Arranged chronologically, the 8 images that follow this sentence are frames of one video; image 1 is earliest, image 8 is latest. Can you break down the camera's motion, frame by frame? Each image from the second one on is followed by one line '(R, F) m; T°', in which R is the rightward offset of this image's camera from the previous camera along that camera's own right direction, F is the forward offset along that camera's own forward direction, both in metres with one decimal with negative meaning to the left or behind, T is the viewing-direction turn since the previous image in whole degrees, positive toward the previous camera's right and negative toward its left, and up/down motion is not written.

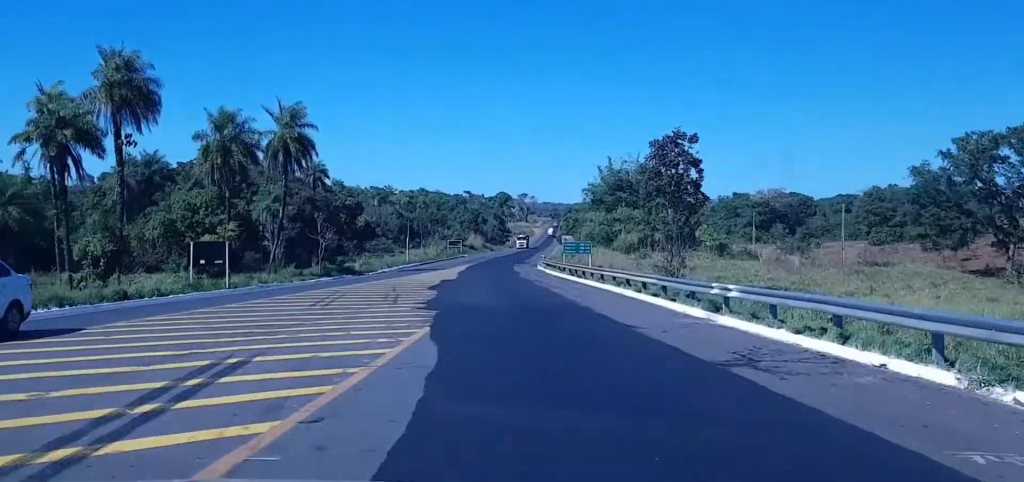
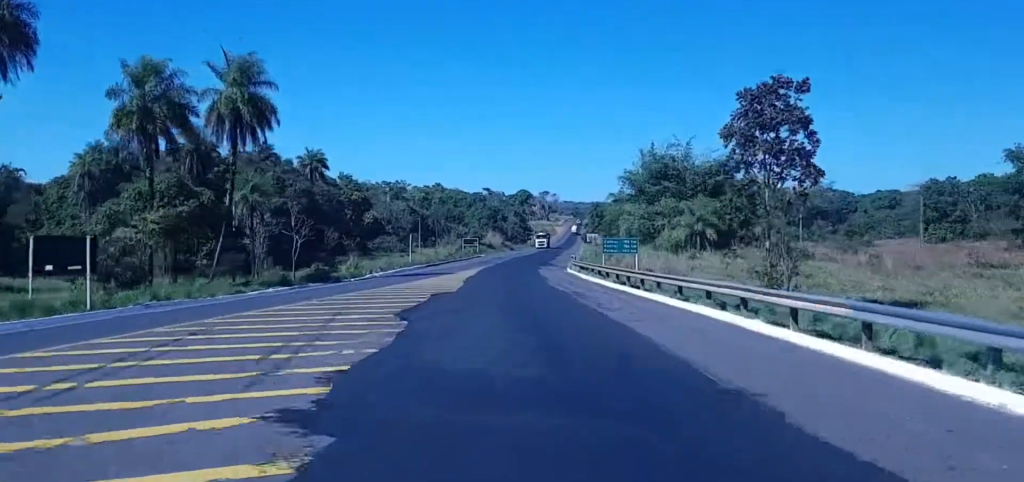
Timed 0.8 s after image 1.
(+0.4, +18.0) m; -1°
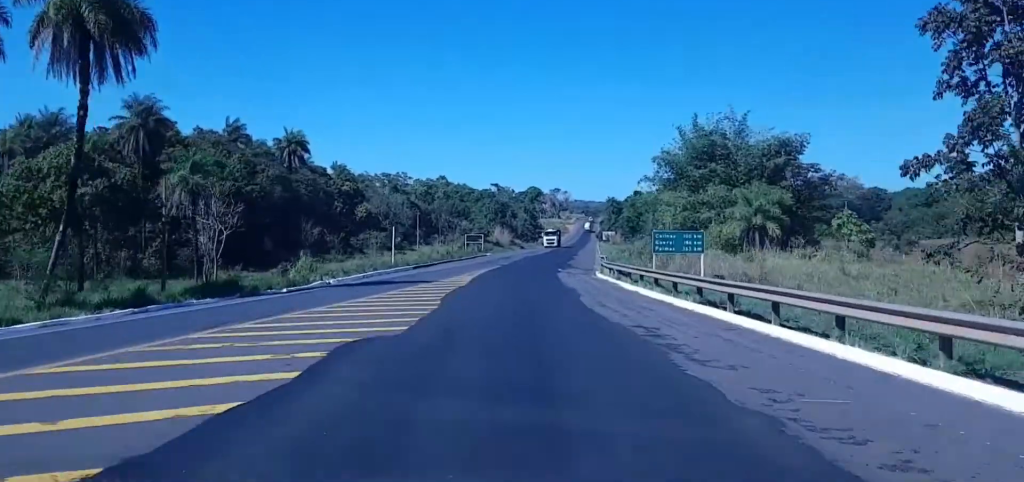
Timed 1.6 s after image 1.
(-0.5, +19.7) m; 0°
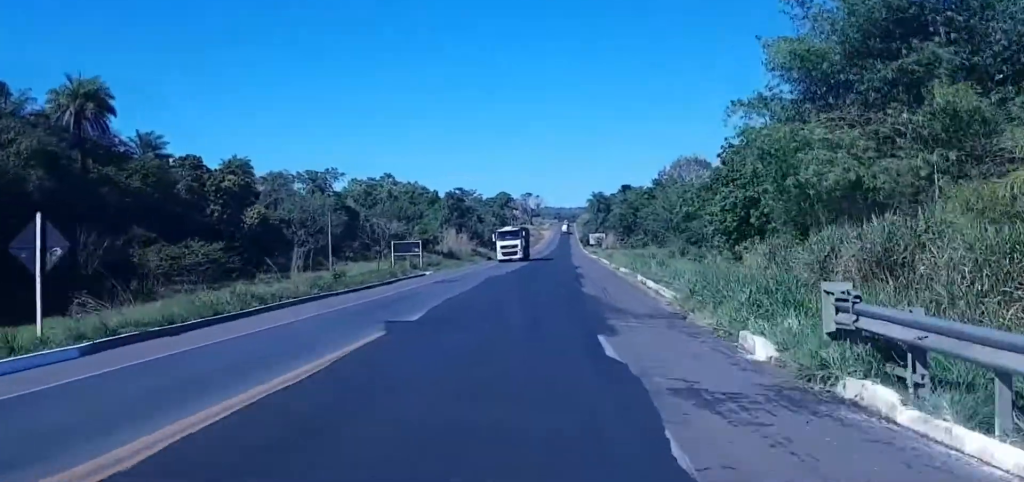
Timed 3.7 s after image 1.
(+1.4, +49.6) m; +3°
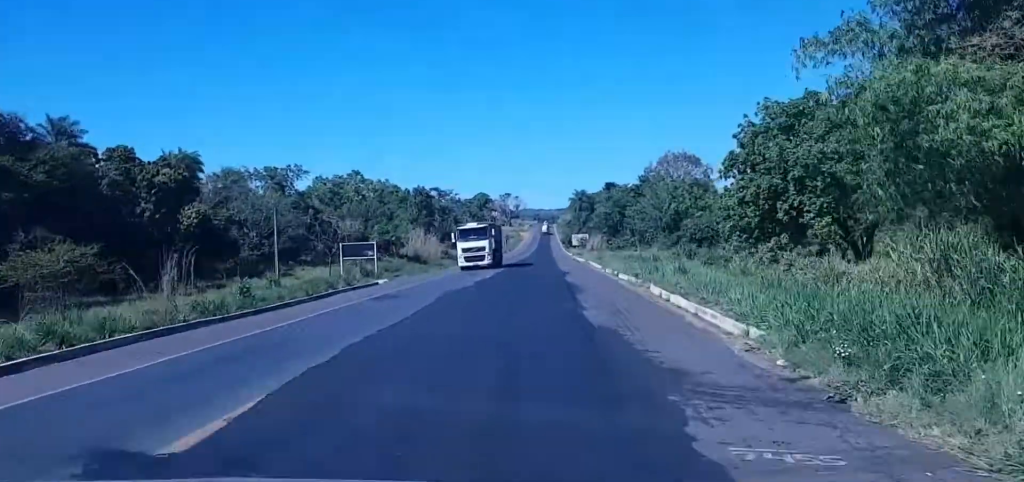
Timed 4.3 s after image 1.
(0.0, +13.4) m; 0°
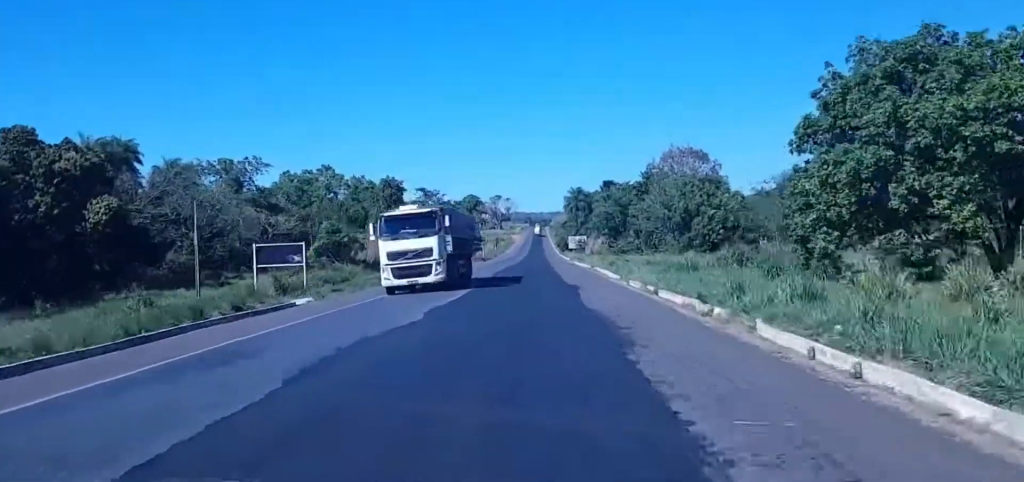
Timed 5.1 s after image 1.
(0.0, +18.9) m; 0°
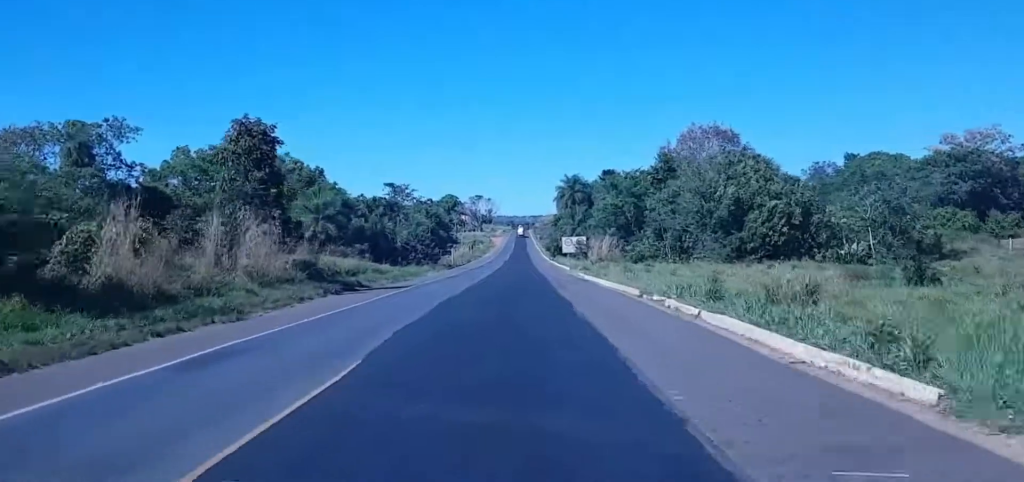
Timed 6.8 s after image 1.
(+0.9, +41.9) m; +2°
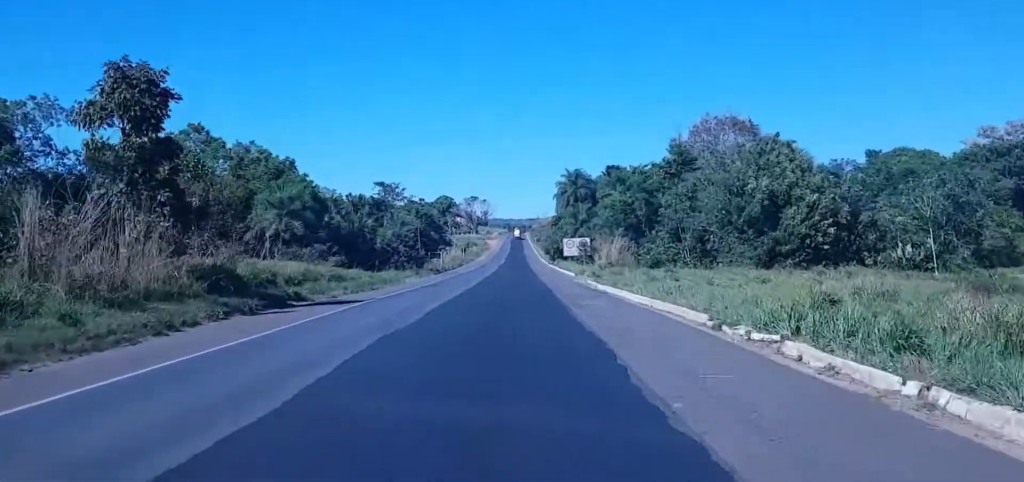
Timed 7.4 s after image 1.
(+0.1, +14.3) m; 0°
